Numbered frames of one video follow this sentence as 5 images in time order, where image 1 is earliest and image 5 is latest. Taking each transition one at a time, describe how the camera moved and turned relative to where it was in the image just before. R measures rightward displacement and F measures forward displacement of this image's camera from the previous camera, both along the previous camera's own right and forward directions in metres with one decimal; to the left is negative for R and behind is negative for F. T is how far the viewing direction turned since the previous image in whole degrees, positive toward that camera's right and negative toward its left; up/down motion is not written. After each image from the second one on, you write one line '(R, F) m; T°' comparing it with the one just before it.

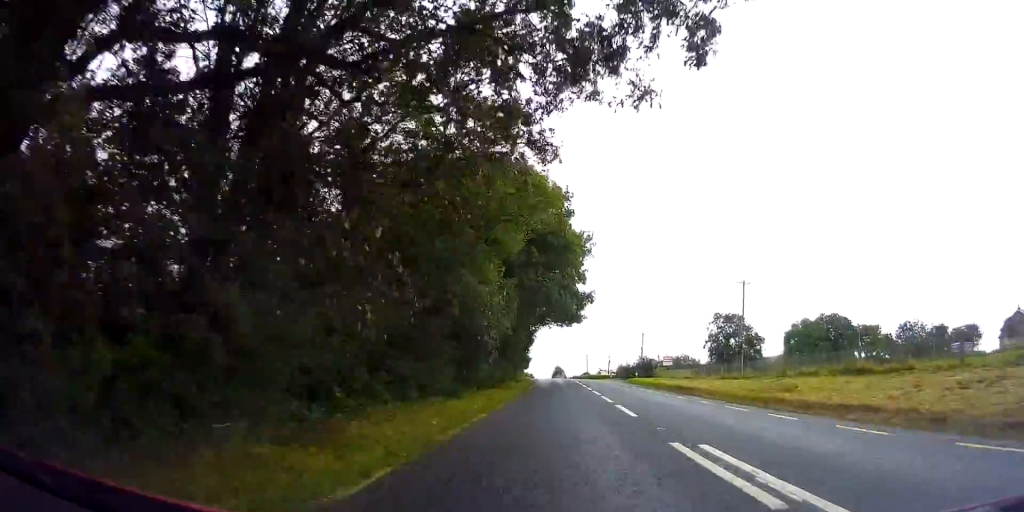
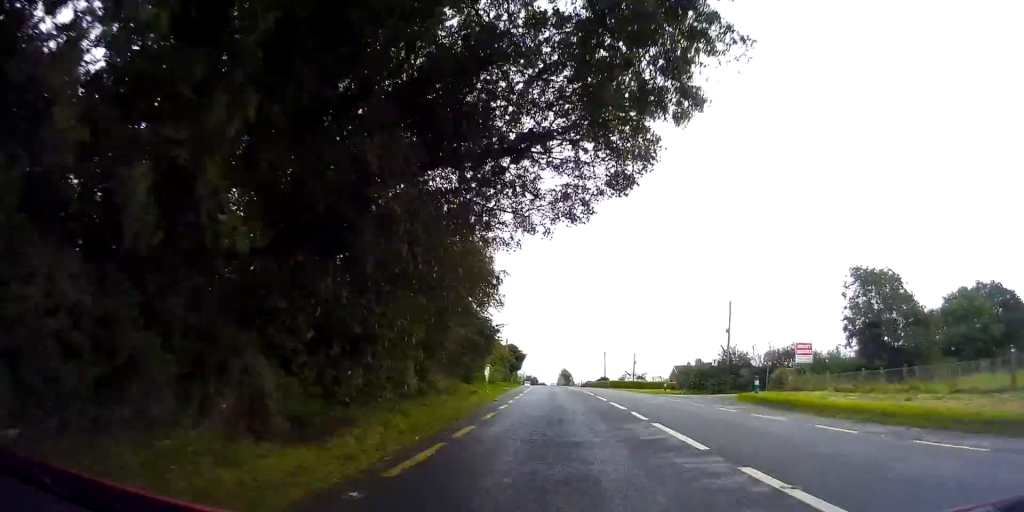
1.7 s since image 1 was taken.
(+0.1, +41.8) m; 0°
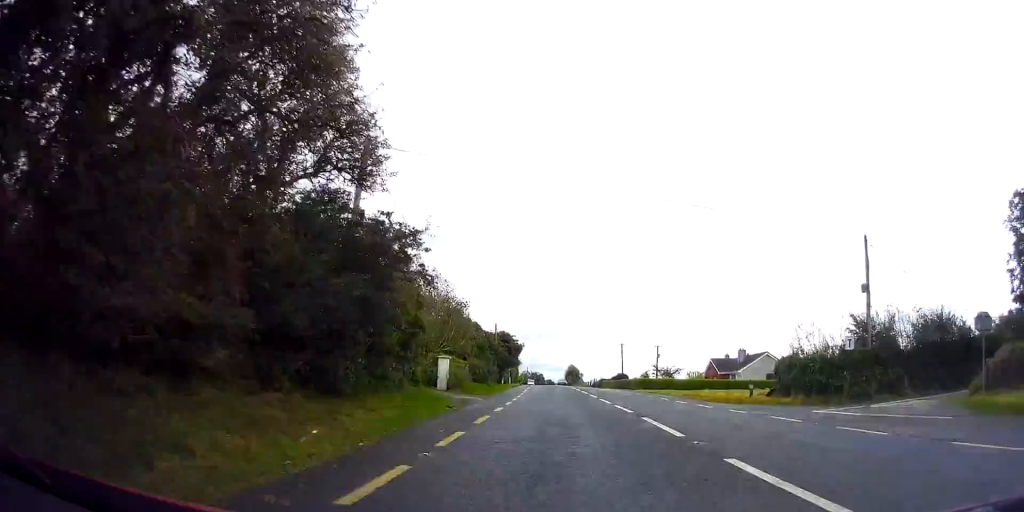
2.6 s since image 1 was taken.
(-0.2, +20.7) m; -1°
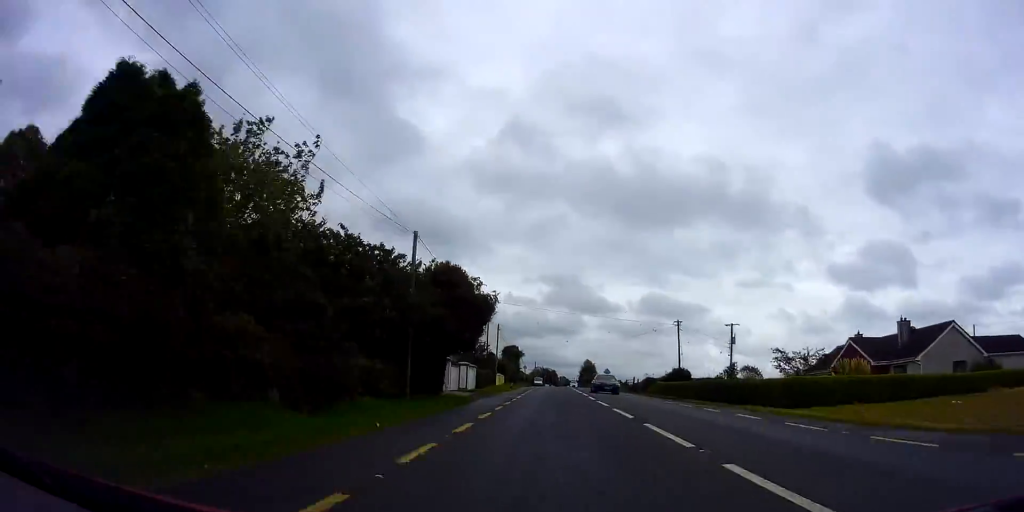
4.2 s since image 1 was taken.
(+0.8, +37.0) m; +1°
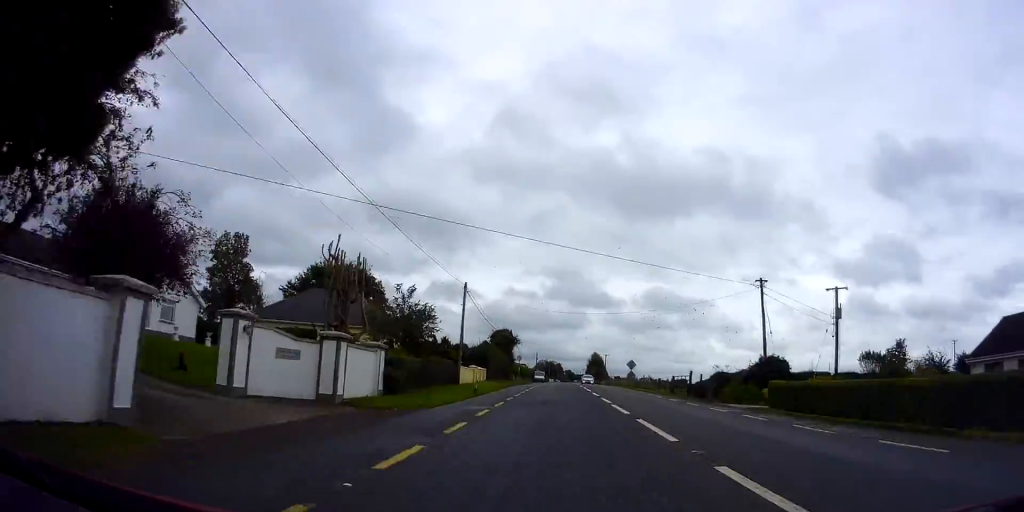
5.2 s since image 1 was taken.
(-0.6, +24.0) m; -2°
